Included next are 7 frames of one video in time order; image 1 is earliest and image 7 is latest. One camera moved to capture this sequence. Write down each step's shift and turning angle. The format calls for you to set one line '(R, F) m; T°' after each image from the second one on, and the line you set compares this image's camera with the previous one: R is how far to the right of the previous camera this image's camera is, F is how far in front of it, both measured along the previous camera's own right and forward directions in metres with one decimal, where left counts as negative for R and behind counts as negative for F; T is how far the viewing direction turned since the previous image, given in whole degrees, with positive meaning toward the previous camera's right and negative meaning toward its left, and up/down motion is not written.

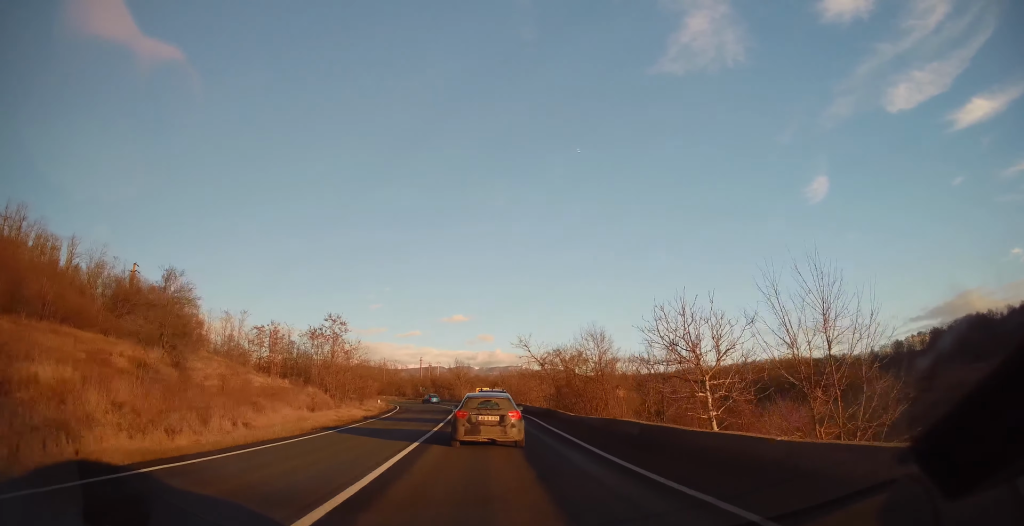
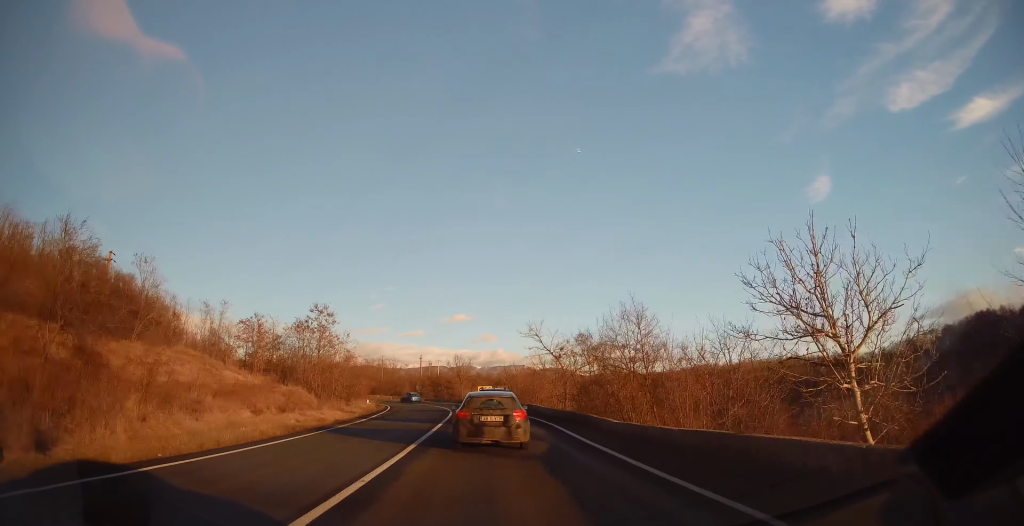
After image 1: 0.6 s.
(-0.2, +7.6) m; -1°
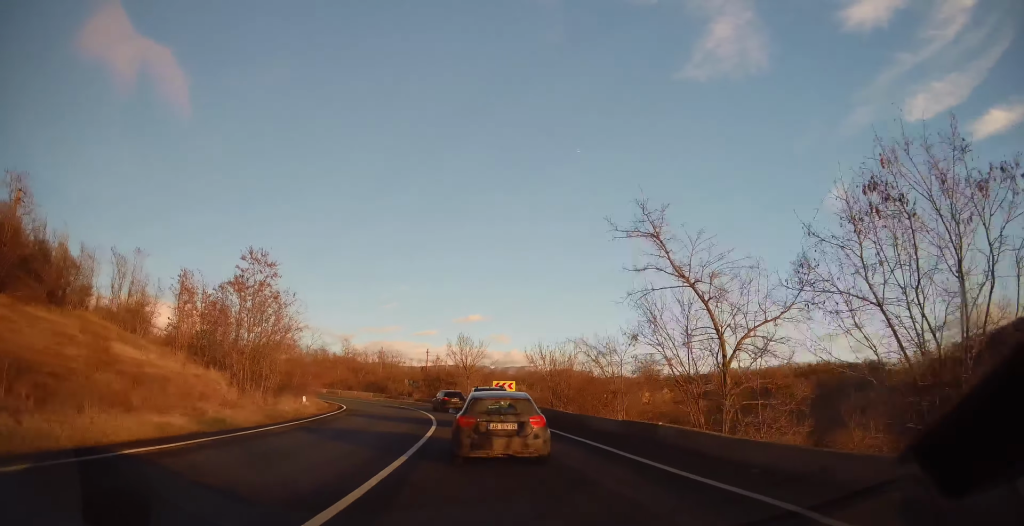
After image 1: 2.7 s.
(0.0, +24.2) m; -2°
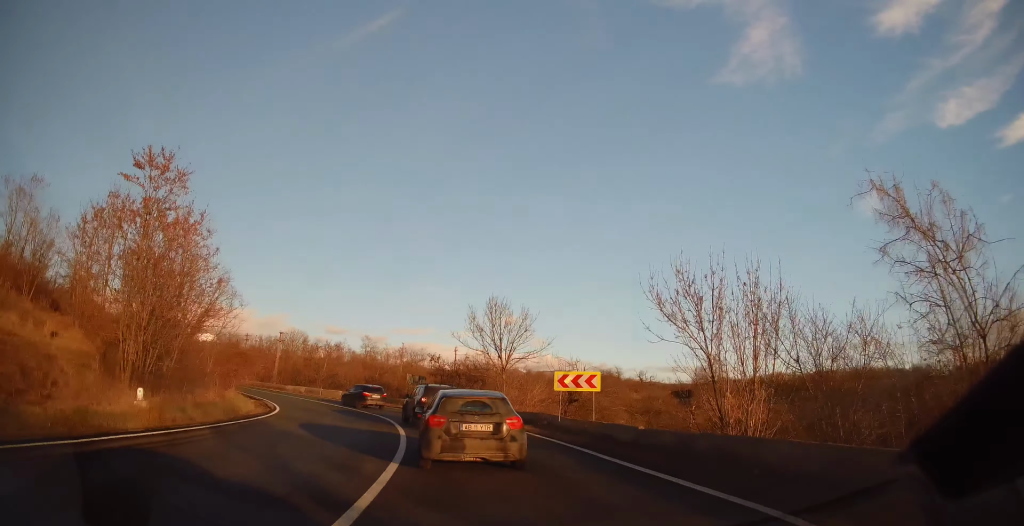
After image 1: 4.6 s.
(0.0, +19.9) m; -4°
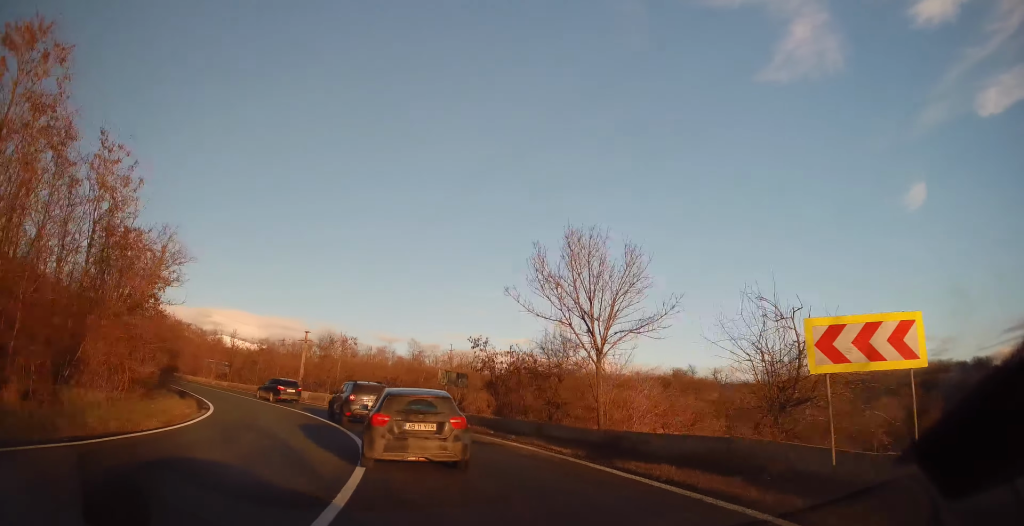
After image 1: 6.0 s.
(-1.4, +13.5) m; -9°
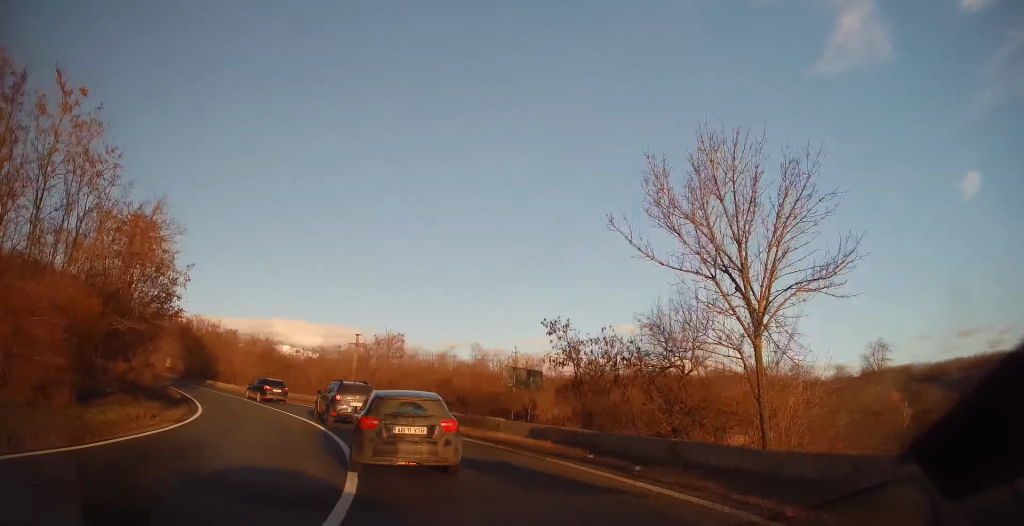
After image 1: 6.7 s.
(0.0, +6.6) m; -6°
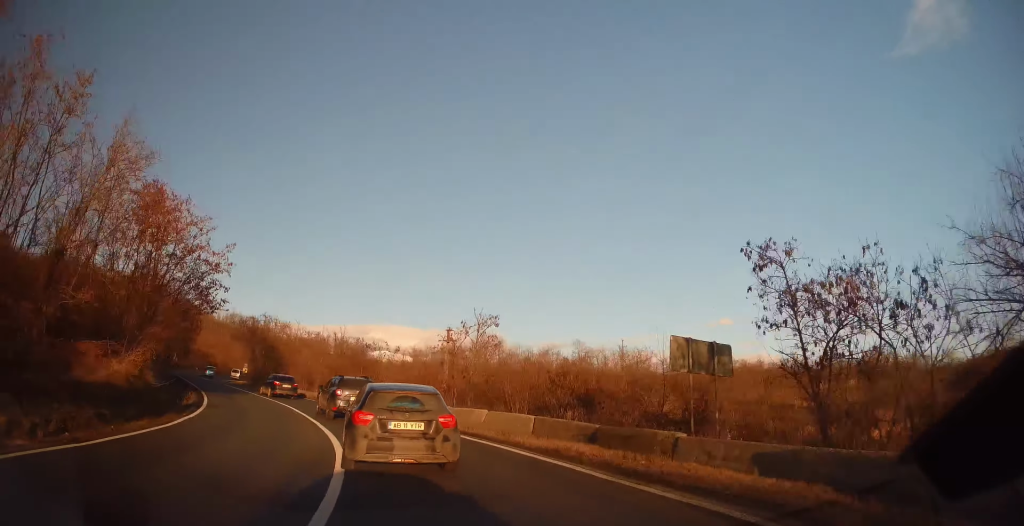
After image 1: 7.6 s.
(-0.9, +8.4) m; -14°
